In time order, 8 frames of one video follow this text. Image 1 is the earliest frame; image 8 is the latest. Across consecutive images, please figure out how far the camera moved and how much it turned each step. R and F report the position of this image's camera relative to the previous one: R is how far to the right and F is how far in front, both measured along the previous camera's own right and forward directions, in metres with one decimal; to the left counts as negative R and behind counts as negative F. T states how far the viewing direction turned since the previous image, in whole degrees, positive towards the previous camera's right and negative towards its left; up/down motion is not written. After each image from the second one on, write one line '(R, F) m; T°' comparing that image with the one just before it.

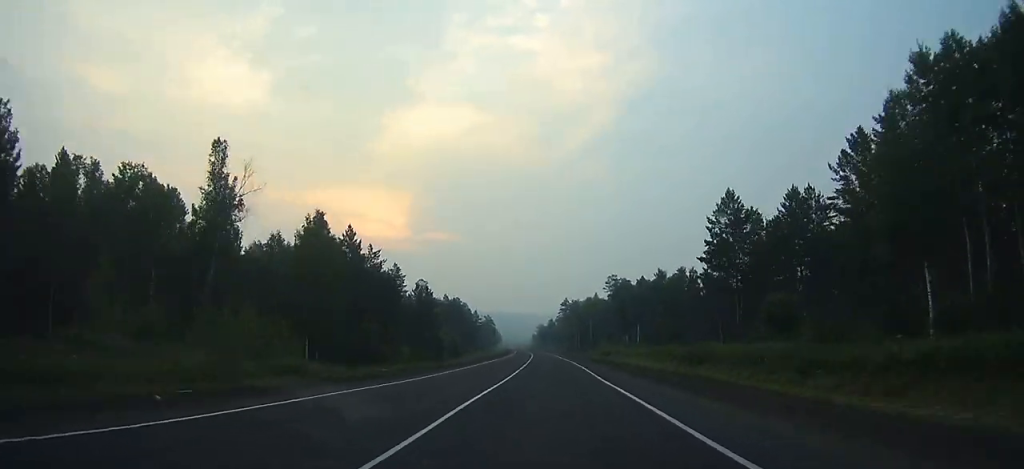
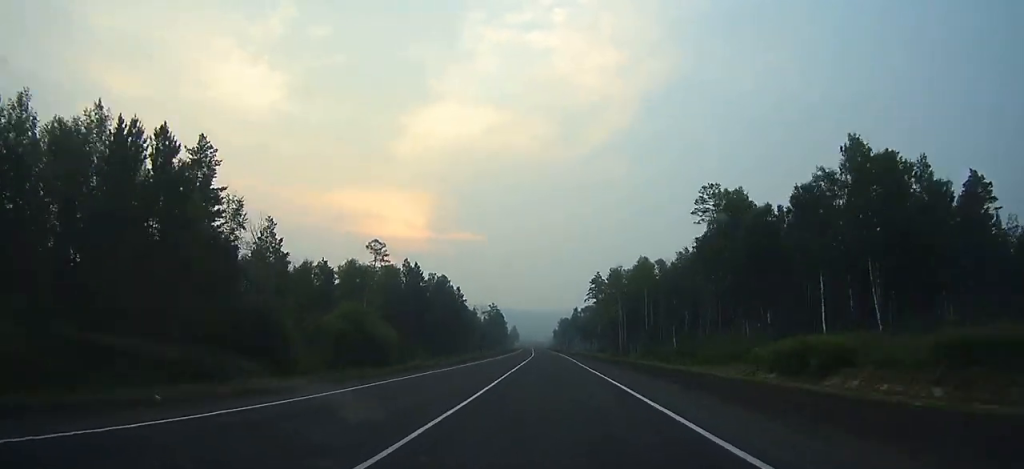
(-1.7, +86.8) m; -2°
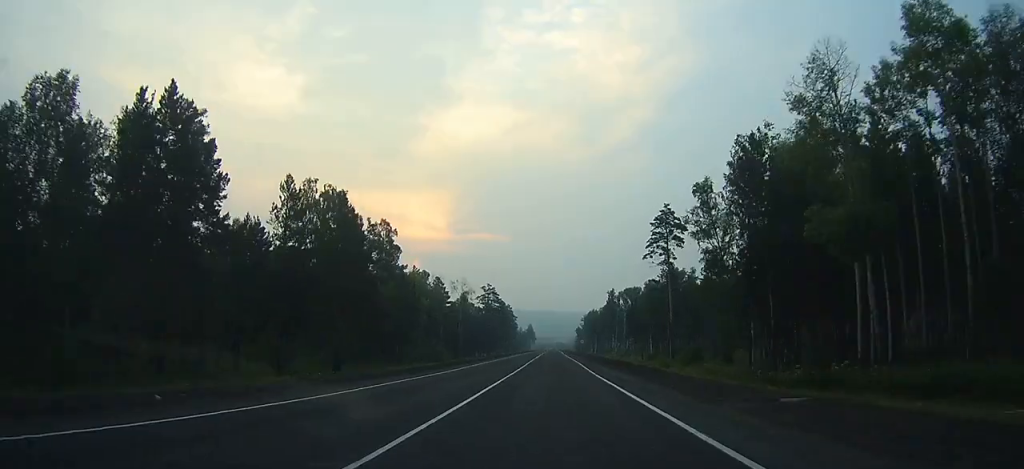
(-1.3, +99.4) m; -1°
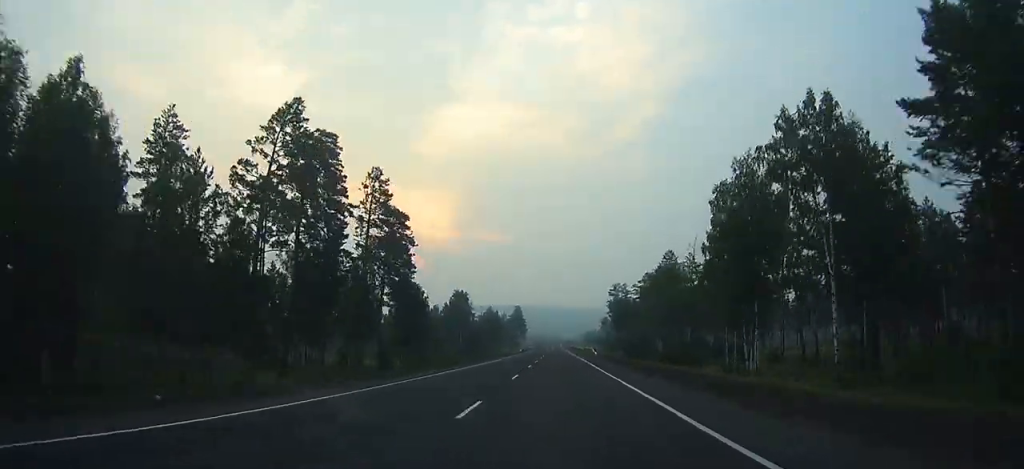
(-0.3, +243.0) m; 0°
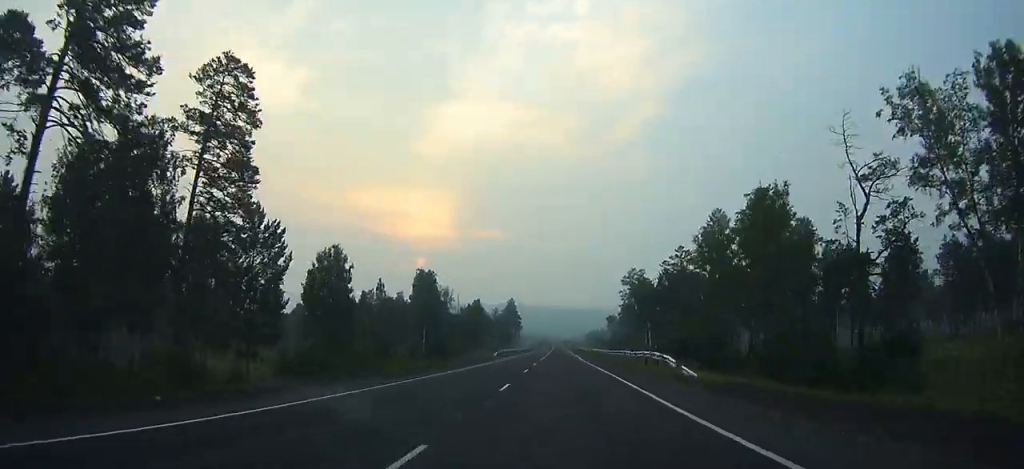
(-0.7, +52.1) m; 0°
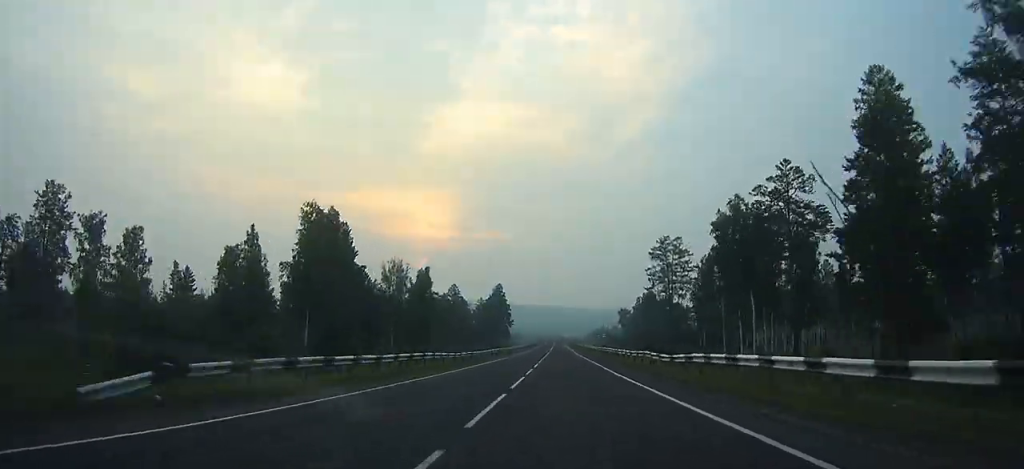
(+4.4, +64.4) m; -1°
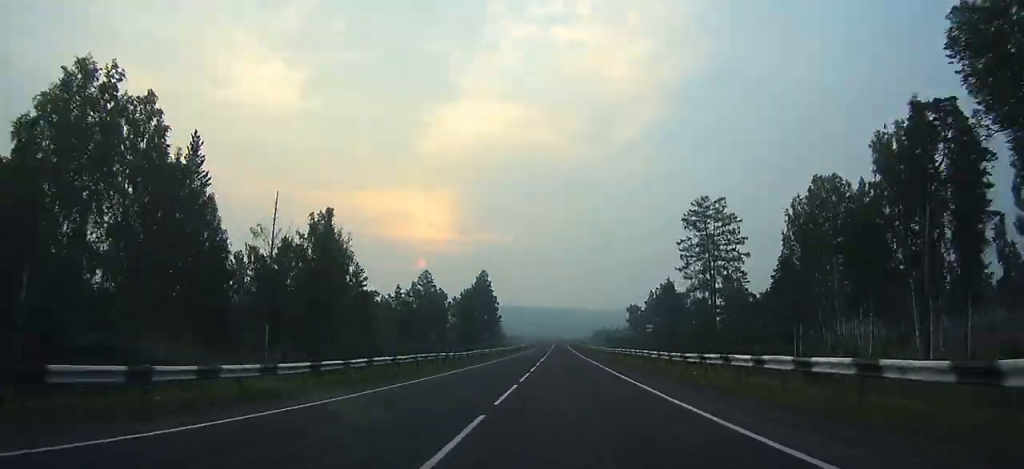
(-2.4, +45.1) m; -1°
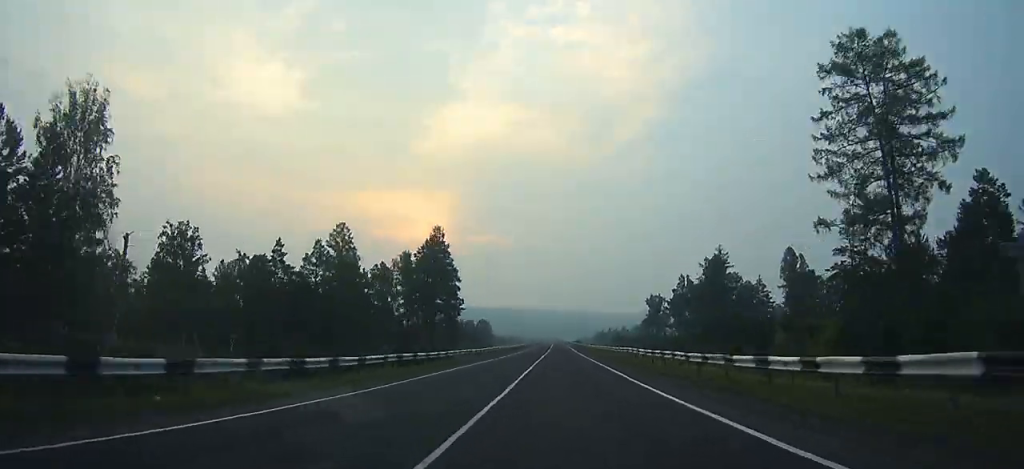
(-3.7, +68.4) m; -1°
